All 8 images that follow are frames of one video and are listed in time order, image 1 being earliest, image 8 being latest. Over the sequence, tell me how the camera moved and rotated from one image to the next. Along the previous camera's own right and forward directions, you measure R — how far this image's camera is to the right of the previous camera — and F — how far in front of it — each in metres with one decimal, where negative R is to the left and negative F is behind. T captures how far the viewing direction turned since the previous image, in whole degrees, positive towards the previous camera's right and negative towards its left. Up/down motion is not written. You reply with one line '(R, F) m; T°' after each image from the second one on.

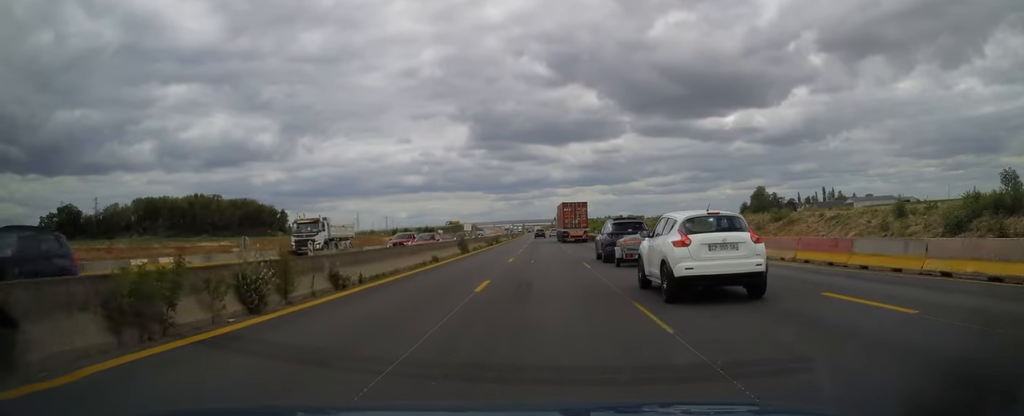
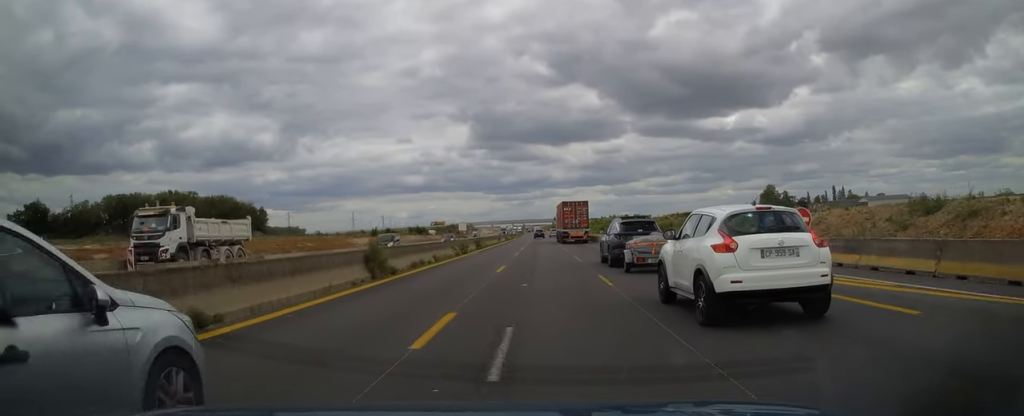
(-0.1, +19.5) m; 0°
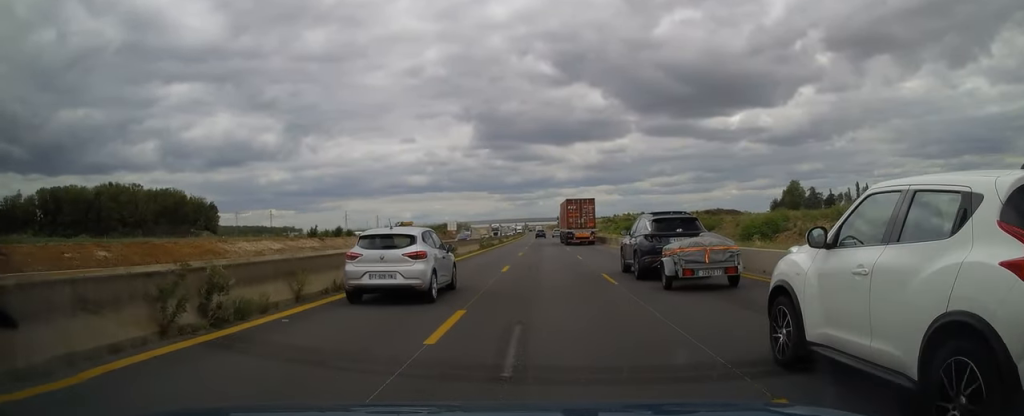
(-0.1, +38.5) m; 0°
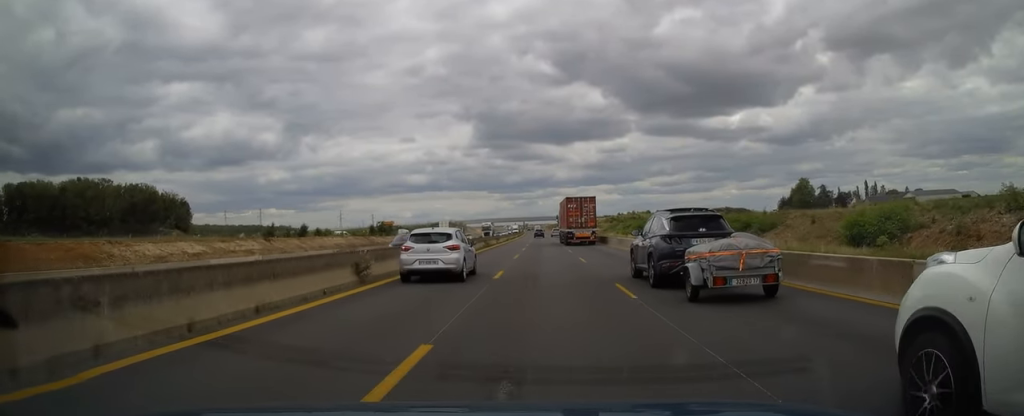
(0.0, +16.1) m; 0°
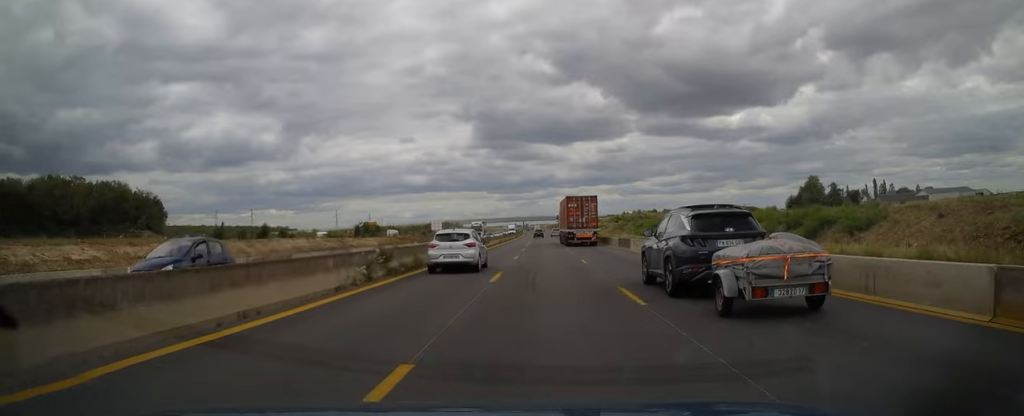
(0.0, +14.0) m; 0°
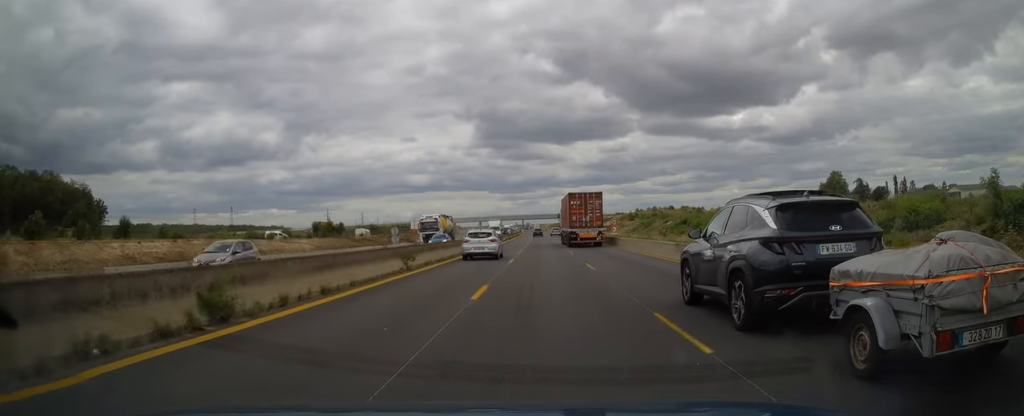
(+0.1, +30.2) m; 0°
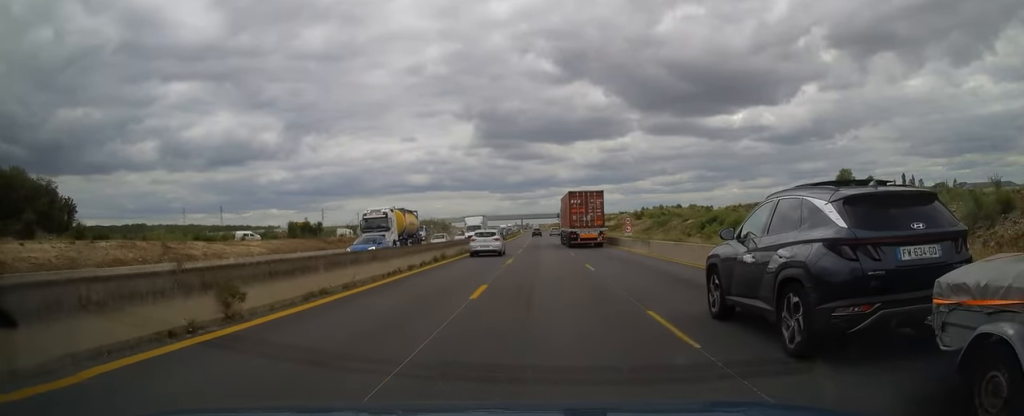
(0.0, +12.8) m; 0°
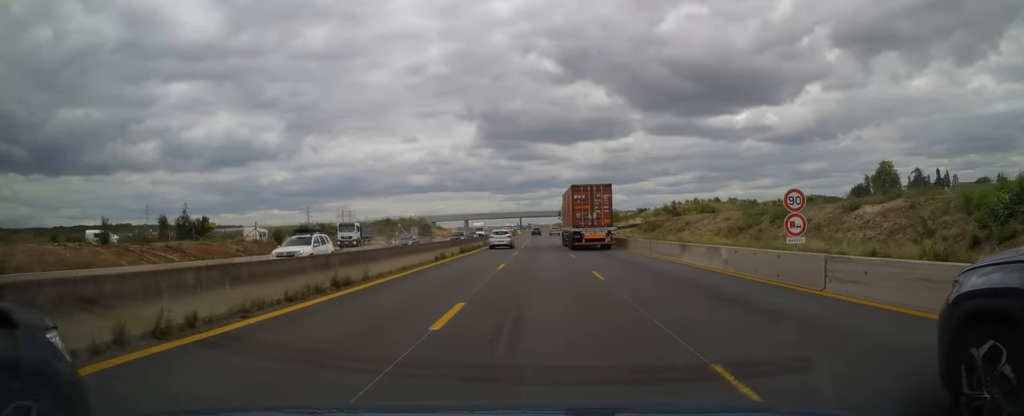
(-0.2, +42.8) m; -1°
